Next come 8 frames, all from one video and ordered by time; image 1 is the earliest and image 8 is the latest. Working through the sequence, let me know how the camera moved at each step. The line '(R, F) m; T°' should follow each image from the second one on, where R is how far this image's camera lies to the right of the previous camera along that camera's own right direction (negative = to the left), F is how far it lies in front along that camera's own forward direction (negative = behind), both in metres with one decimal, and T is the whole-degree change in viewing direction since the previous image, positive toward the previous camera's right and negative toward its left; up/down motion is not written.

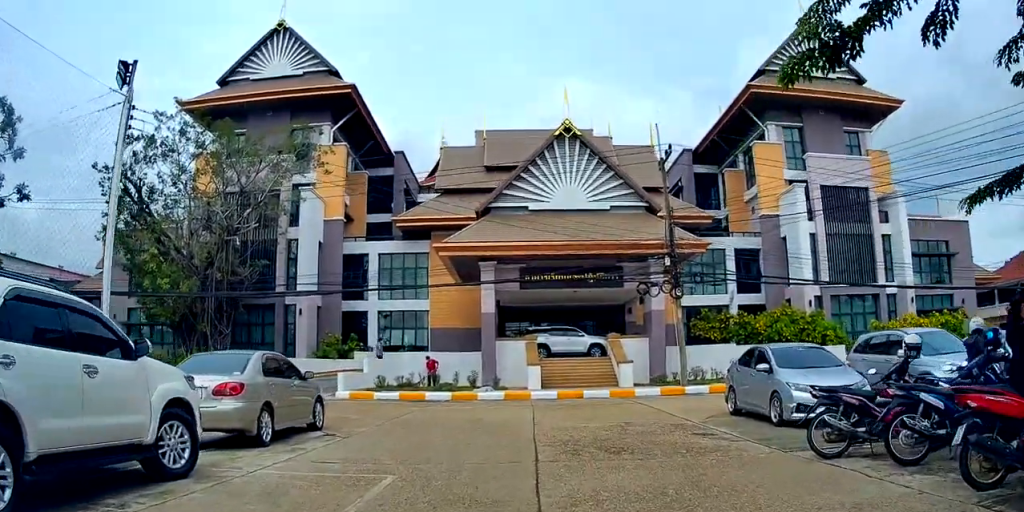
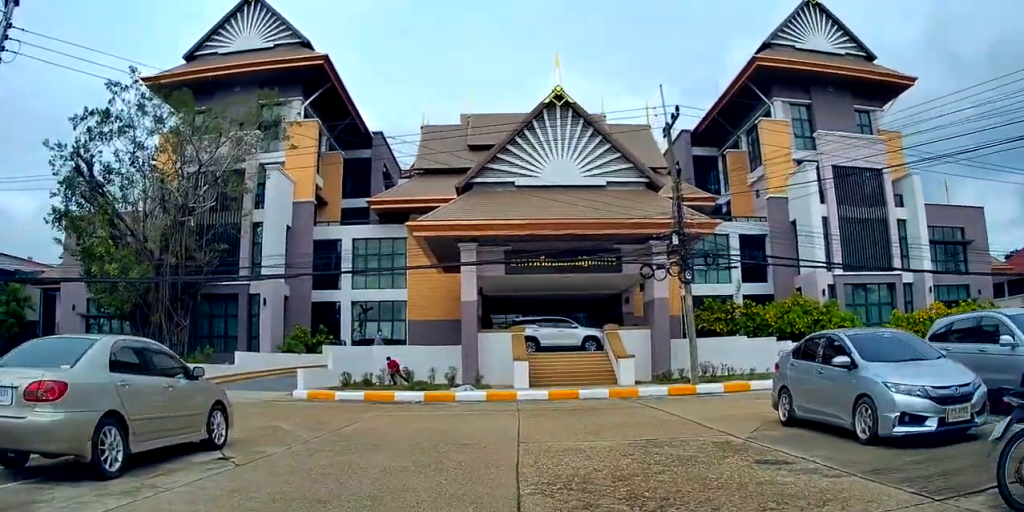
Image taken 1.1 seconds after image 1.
(+0.1, +3.4) m; +3°
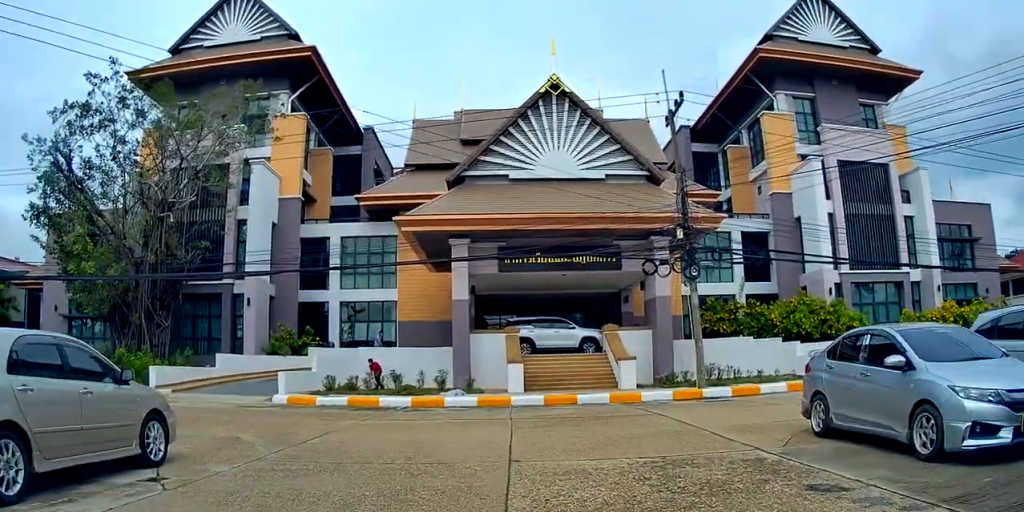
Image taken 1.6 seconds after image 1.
(0.0, +1.5) m; 0°
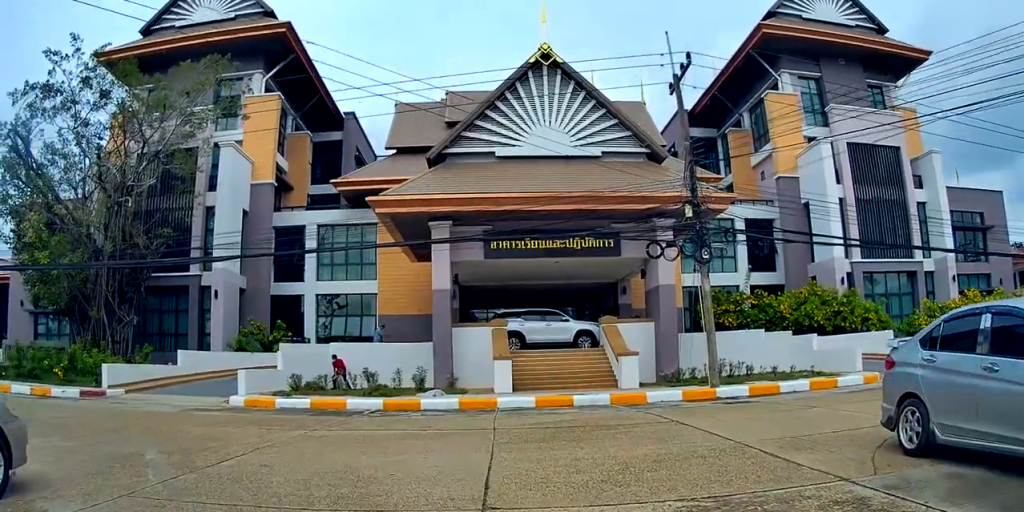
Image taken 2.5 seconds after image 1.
(+0.1, +2.5) m; -1°
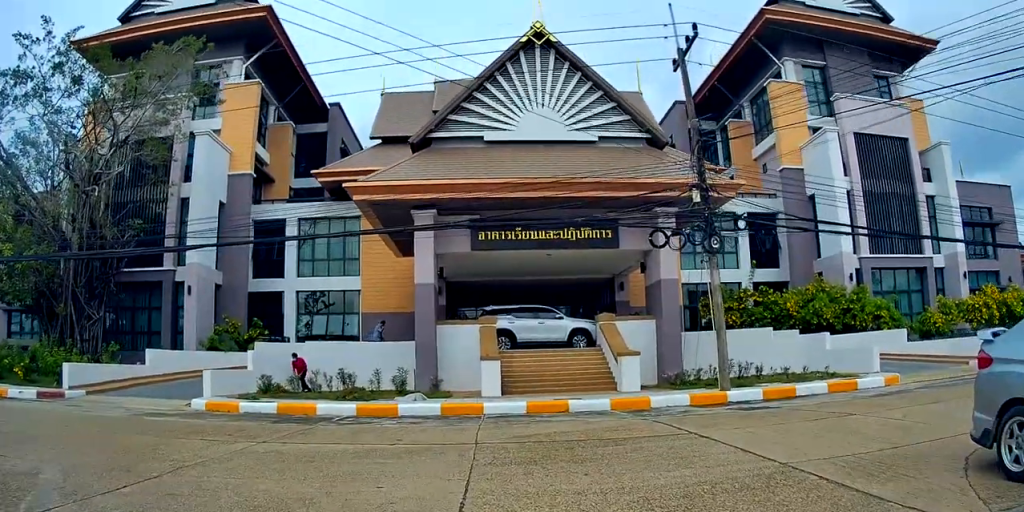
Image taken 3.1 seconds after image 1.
(-0.1, +1.5) m; -1°
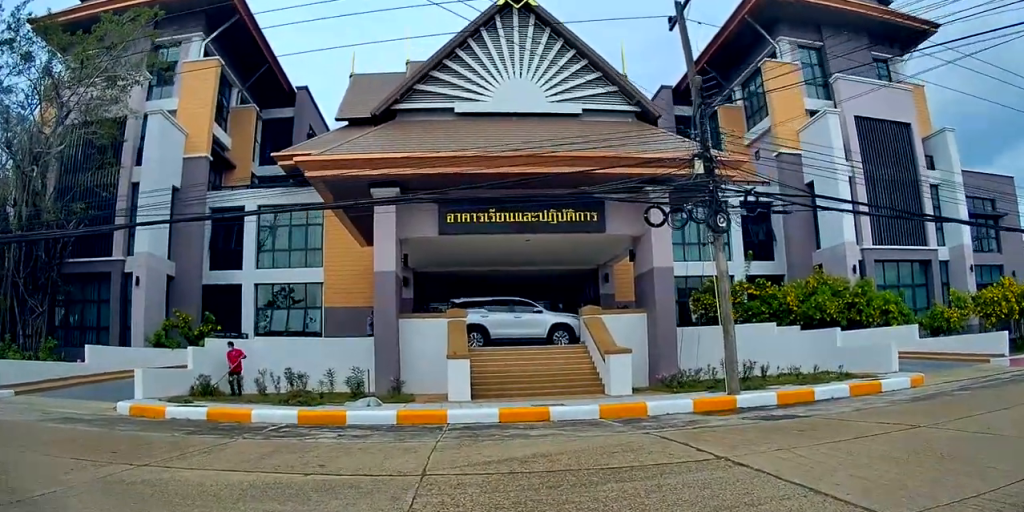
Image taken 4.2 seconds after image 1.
(0.0, +2.3) m; +6°
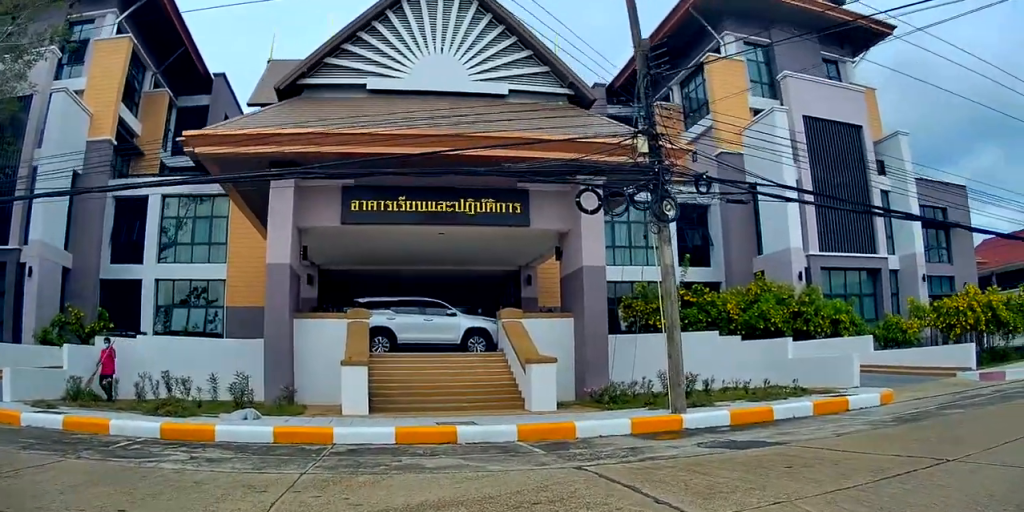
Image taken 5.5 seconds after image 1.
(+0.3, +2.5) m; +7°
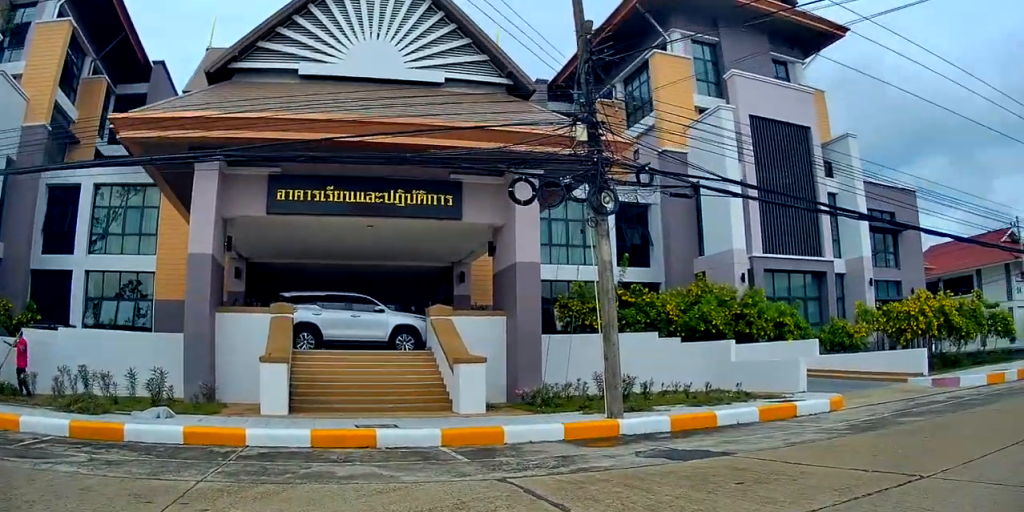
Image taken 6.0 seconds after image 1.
(0.0, +1.0) m; +7°
